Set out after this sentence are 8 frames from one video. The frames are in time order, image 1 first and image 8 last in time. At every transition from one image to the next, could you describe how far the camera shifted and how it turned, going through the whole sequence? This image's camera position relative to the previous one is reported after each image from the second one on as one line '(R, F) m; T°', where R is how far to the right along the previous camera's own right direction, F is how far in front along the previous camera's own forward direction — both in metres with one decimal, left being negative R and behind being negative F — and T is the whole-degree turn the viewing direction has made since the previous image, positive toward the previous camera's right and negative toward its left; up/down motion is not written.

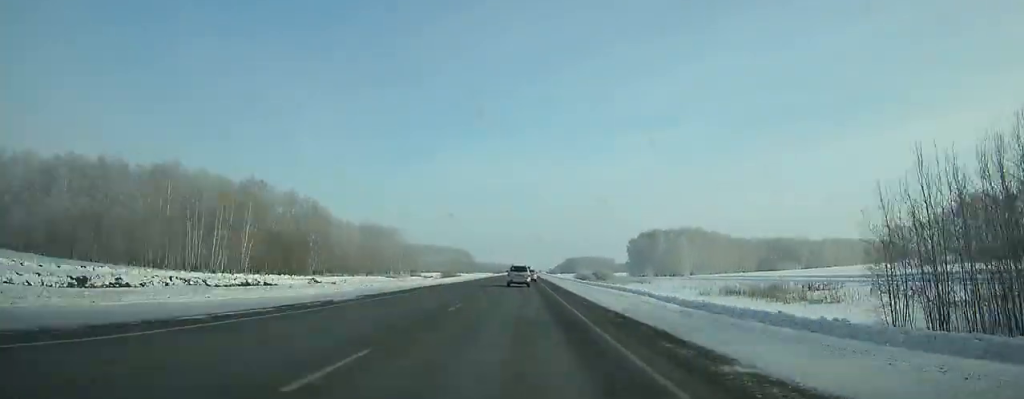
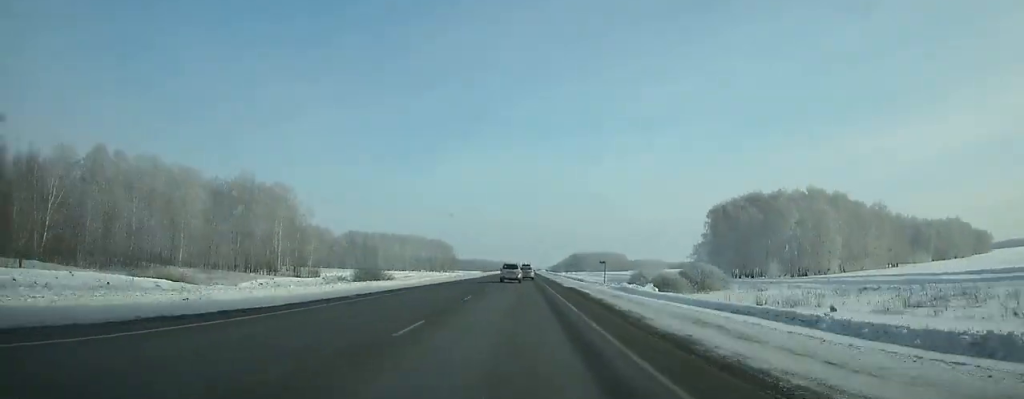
(+0.2, +113.2) m; 0°
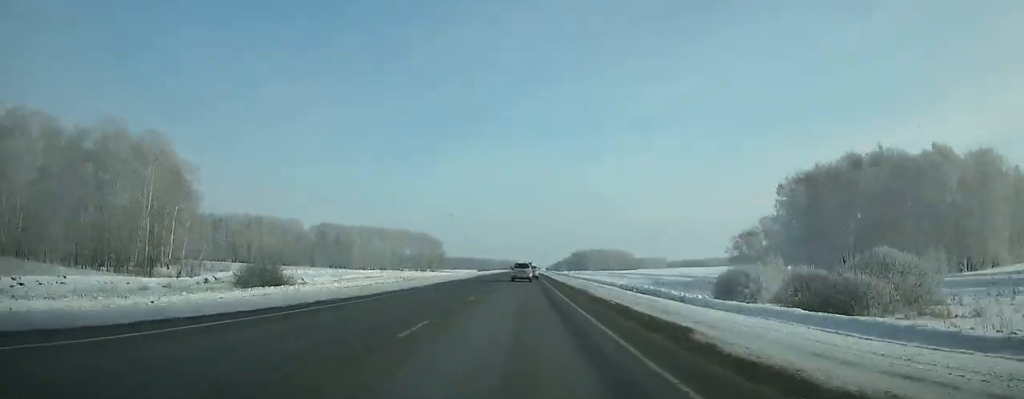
(+0.3, +47.2) m; 0°
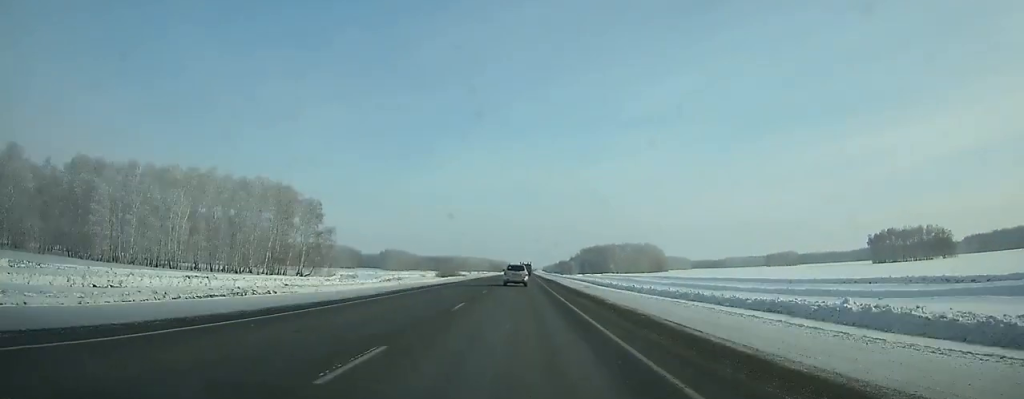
(+0.3, +172.4) m; +1°
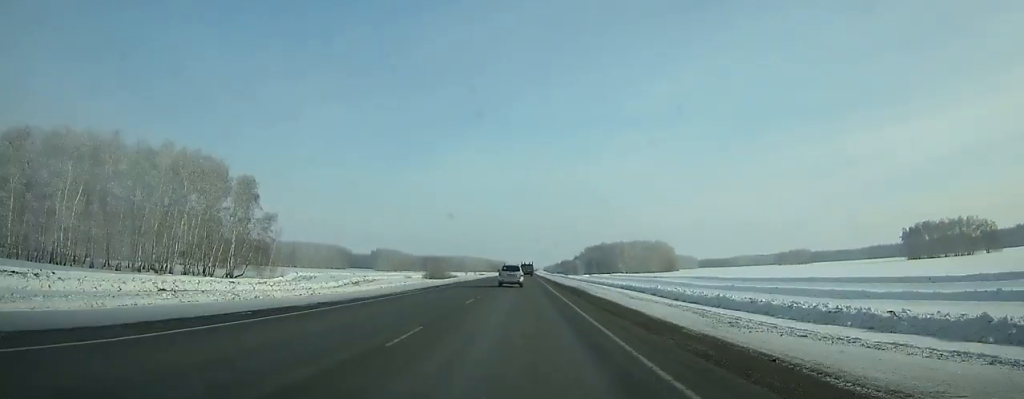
(+0.1, +33.2) m; 0°
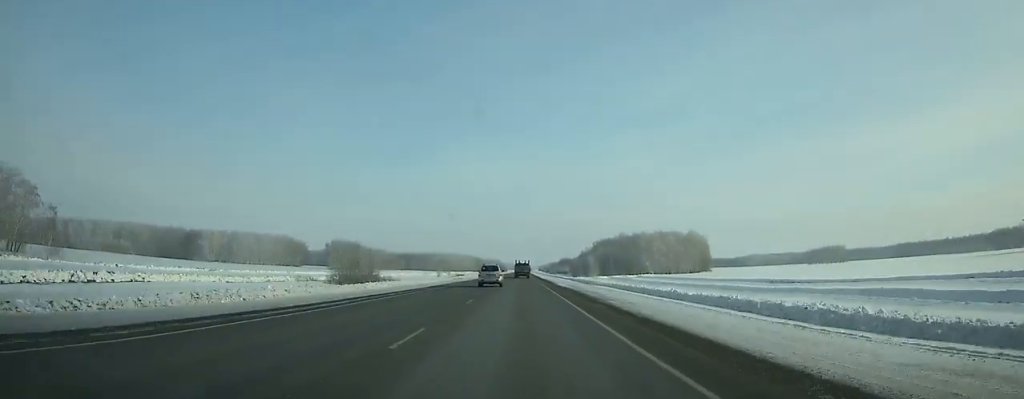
(+0.4, +96.6) m; 0°
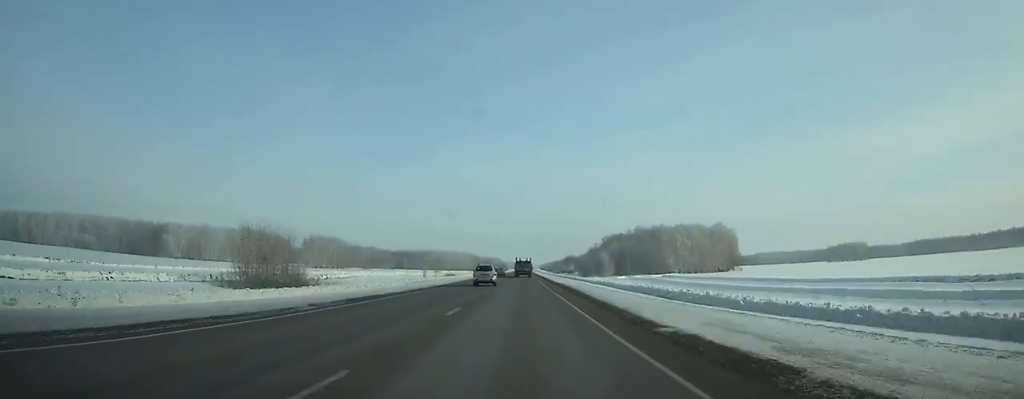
(+0.1, +40.5) m; 0°
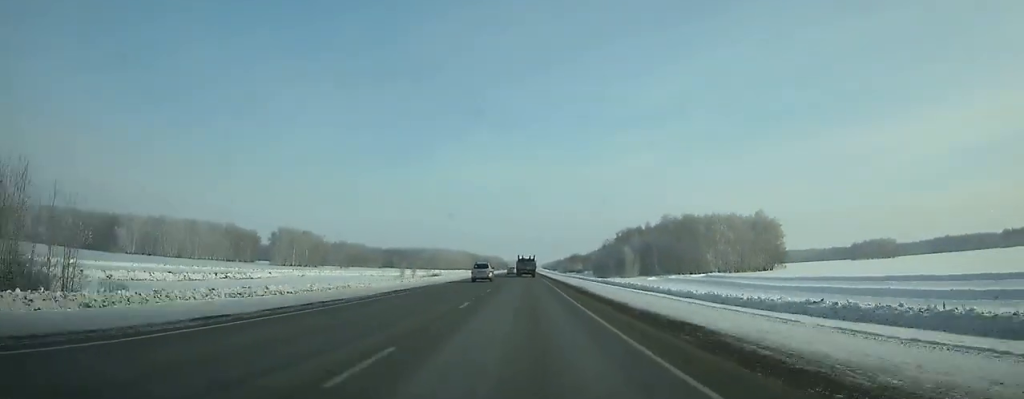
(-0.1, +45.1) m; 0°
